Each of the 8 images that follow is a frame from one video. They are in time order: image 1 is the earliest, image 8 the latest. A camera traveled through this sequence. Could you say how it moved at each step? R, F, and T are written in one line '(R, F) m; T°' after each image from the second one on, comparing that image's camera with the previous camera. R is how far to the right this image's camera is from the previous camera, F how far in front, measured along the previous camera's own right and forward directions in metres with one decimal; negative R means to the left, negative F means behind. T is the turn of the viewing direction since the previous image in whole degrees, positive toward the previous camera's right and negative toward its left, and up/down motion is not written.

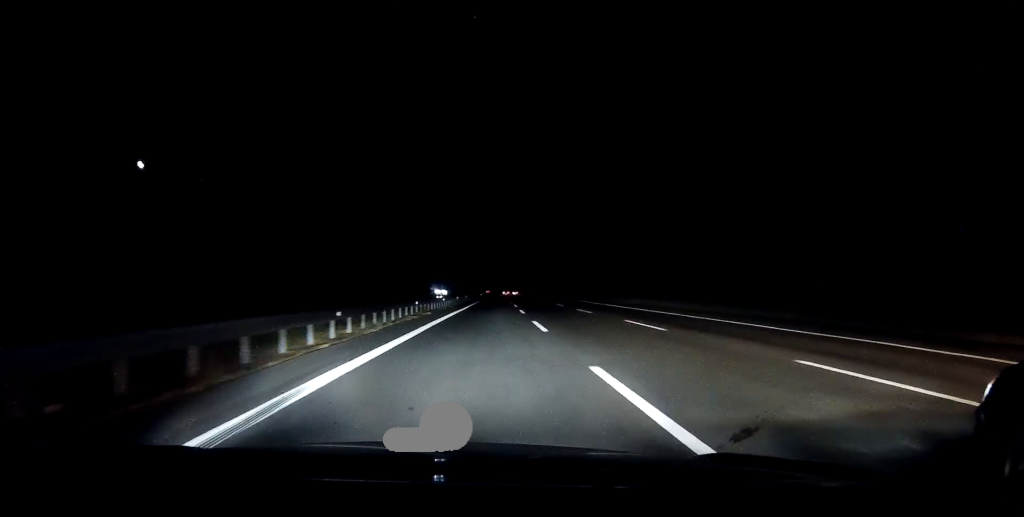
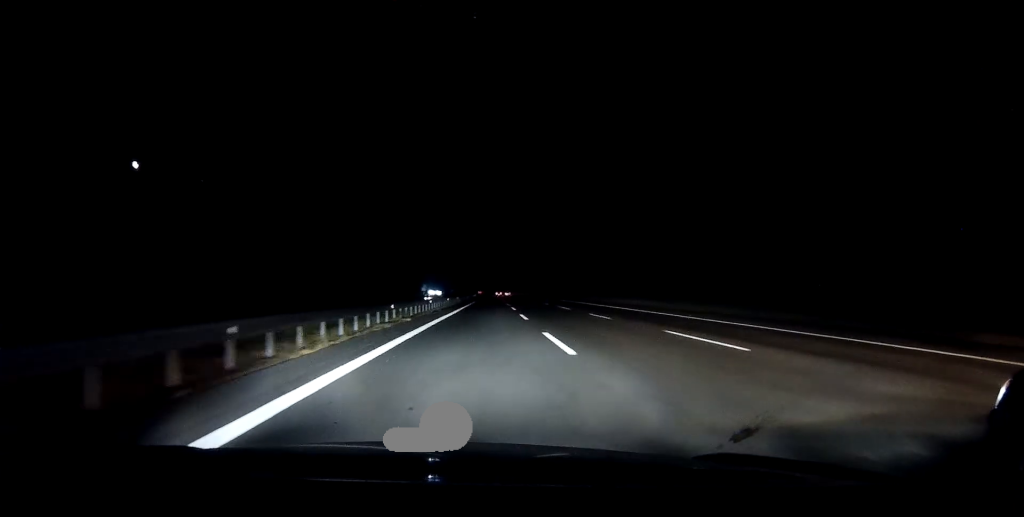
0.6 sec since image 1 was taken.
(0.0, +6.4) m; 0°
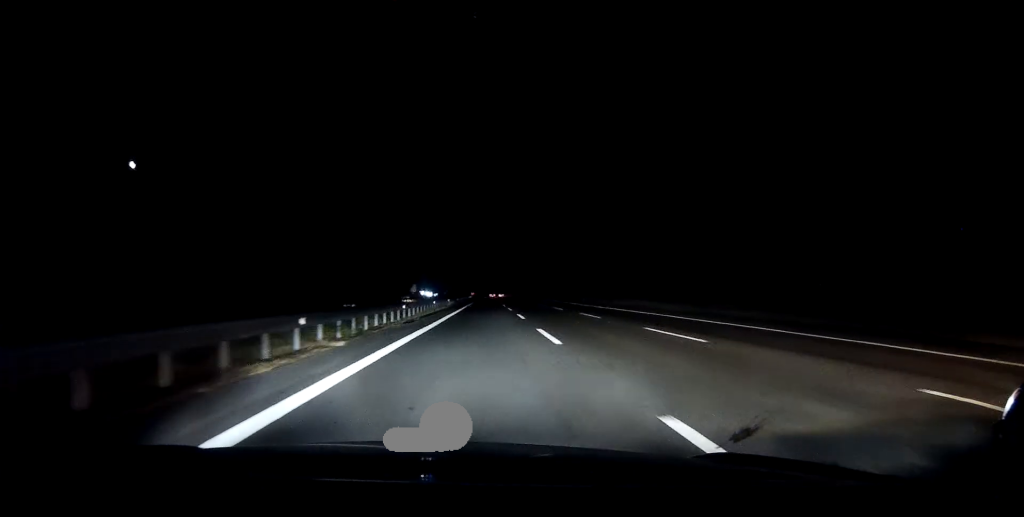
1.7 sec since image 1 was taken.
(-0.1, +12.9) m; +1°
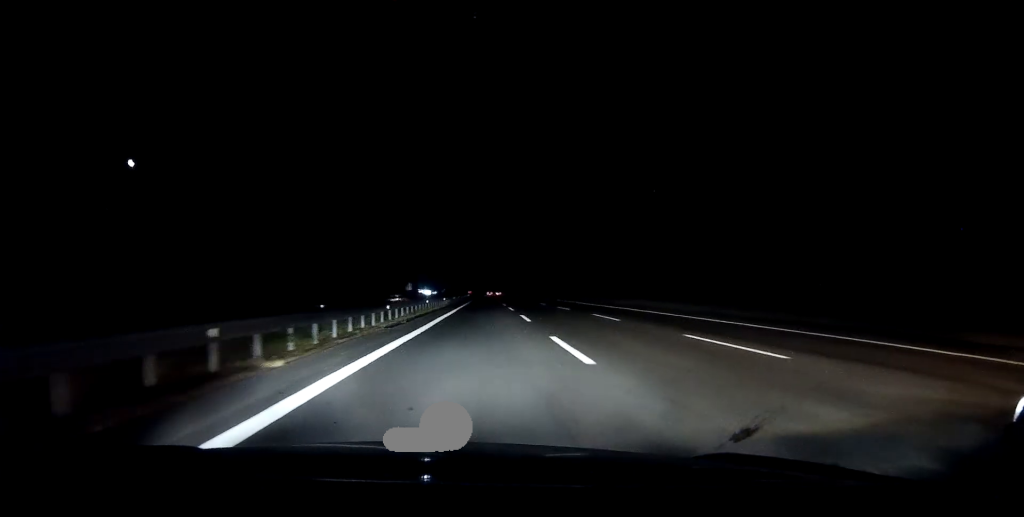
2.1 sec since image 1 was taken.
(0.0, +4.6) m; +1°
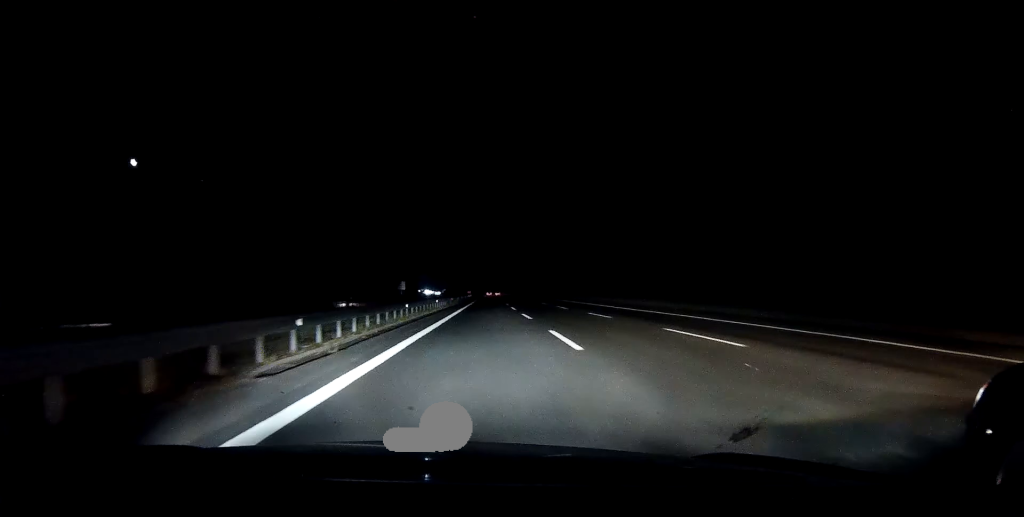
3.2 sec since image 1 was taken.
(+0.2, +12.6) m; +1°
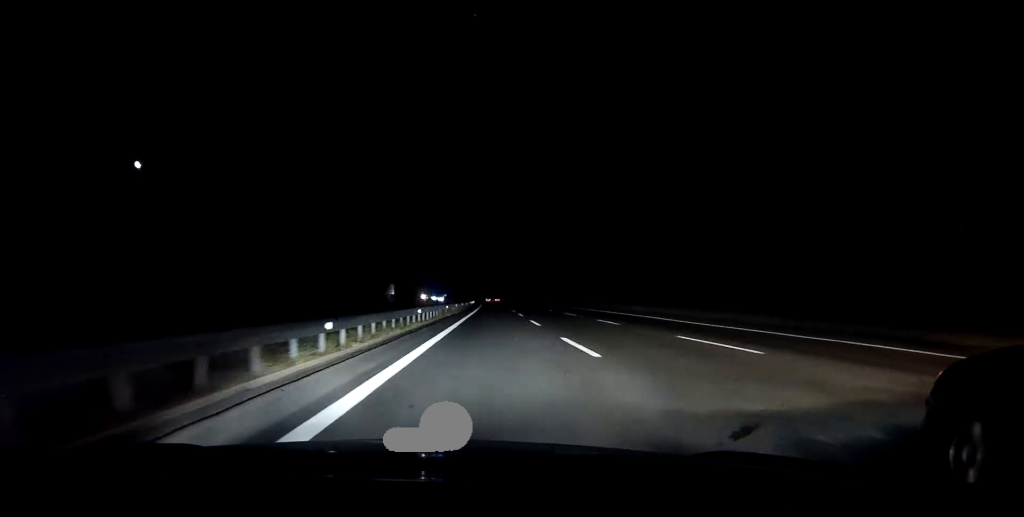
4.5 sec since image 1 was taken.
(-0.2, +14.6) m; -1°
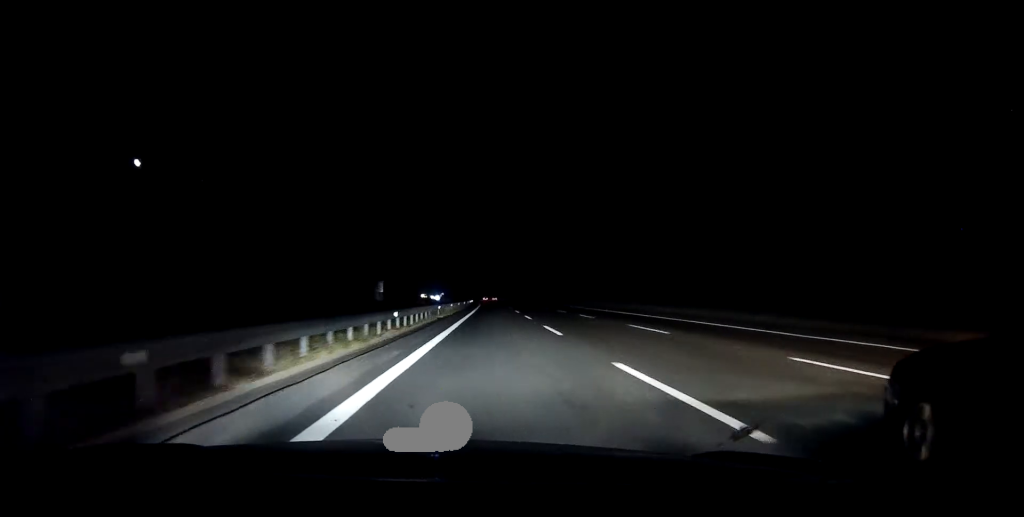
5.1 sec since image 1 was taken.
(0.0, +6.5) m; -1°
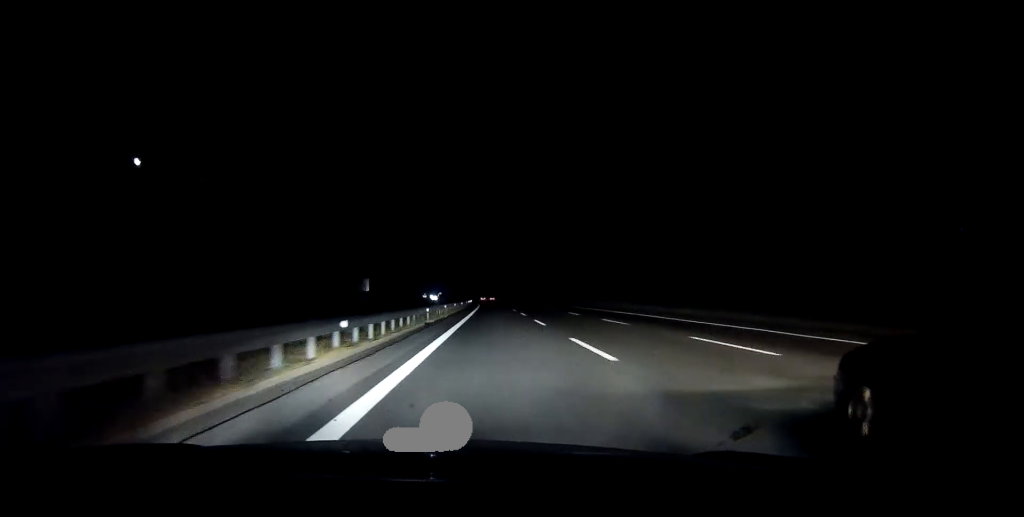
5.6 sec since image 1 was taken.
(-0.1, +6.5) m; 0°
